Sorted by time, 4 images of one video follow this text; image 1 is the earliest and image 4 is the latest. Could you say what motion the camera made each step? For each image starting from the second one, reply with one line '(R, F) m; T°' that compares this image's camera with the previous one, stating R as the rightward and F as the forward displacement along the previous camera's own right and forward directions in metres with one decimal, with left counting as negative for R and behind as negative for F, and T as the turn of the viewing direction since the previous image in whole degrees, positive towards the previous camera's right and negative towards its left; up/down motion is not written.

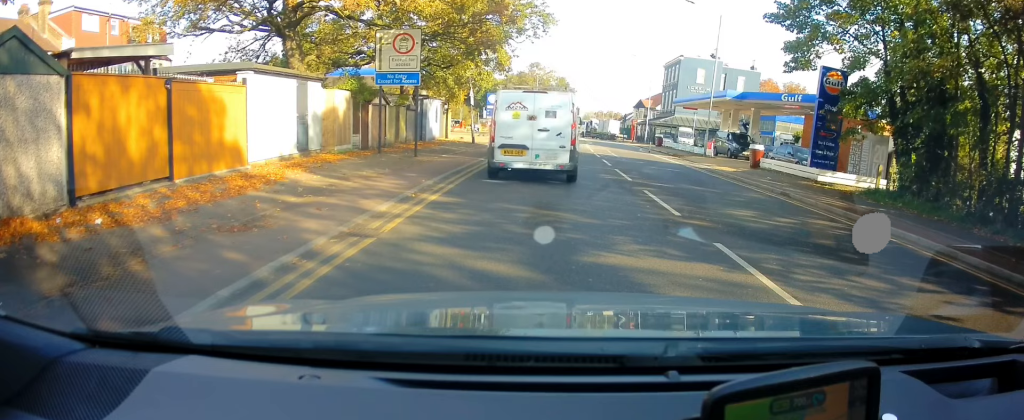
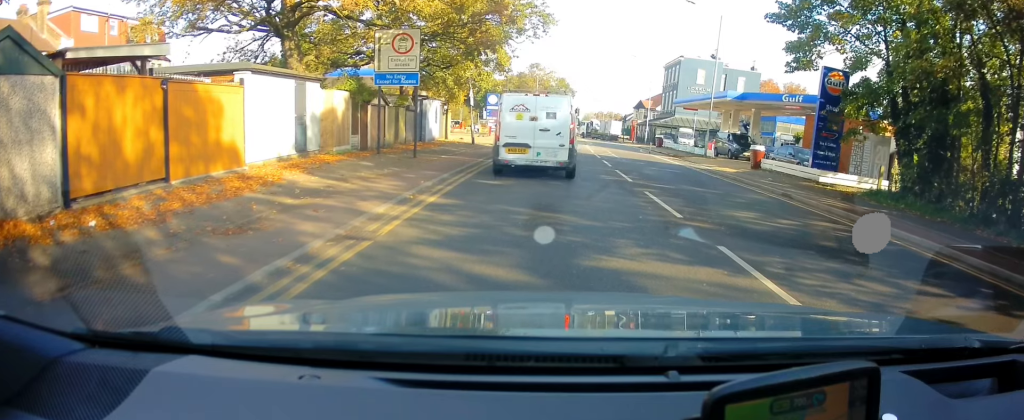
(0.0, 0.0) m; 0°
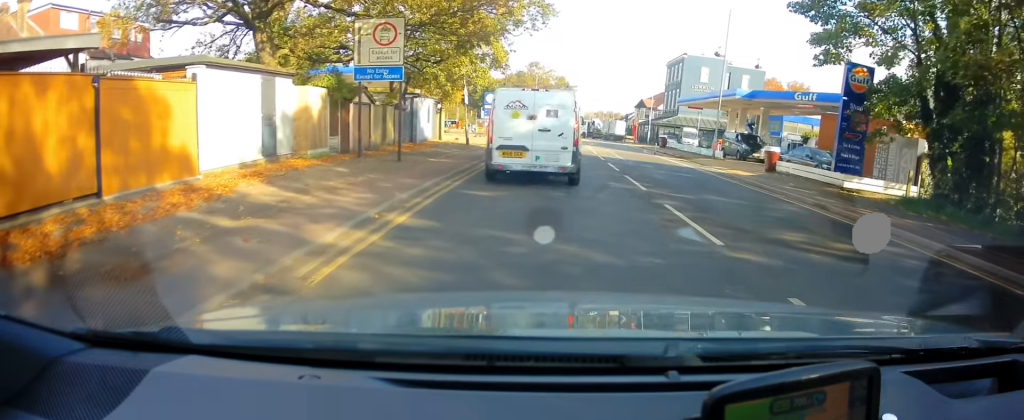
(+0.7, +0.8) m; -1°
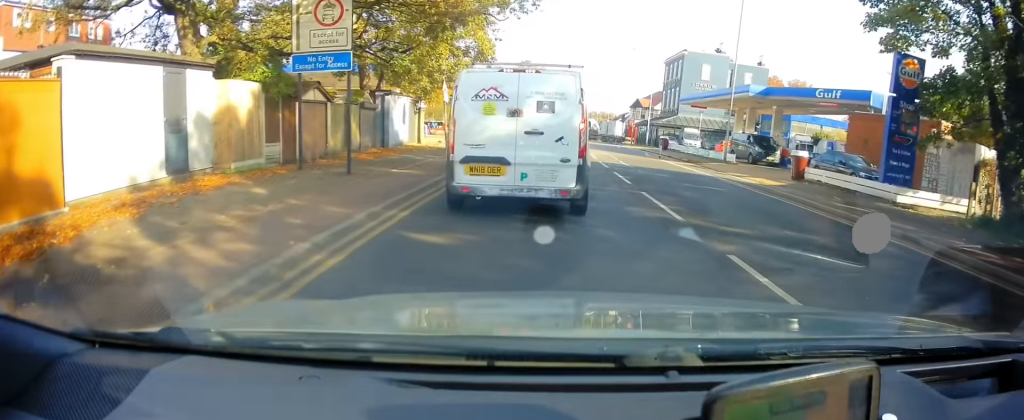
(+0.1, +3.8) m; -1°
